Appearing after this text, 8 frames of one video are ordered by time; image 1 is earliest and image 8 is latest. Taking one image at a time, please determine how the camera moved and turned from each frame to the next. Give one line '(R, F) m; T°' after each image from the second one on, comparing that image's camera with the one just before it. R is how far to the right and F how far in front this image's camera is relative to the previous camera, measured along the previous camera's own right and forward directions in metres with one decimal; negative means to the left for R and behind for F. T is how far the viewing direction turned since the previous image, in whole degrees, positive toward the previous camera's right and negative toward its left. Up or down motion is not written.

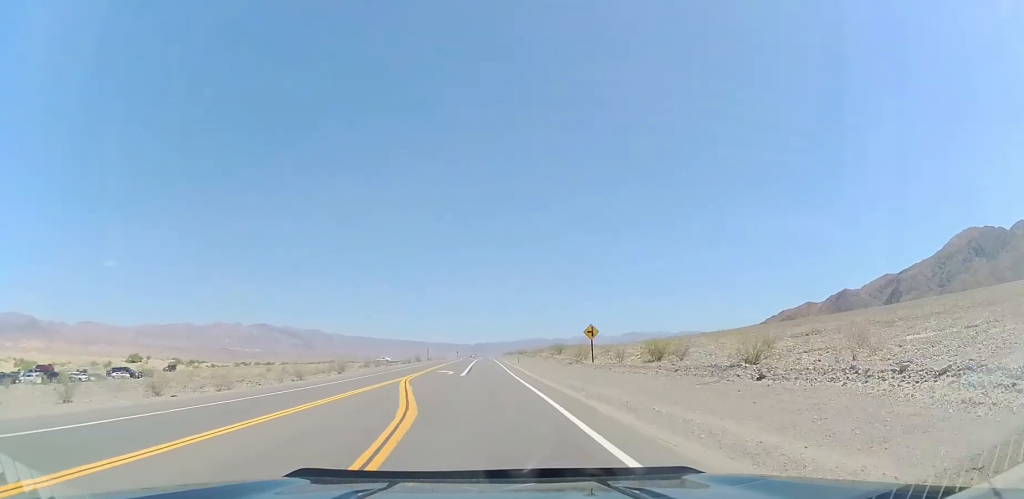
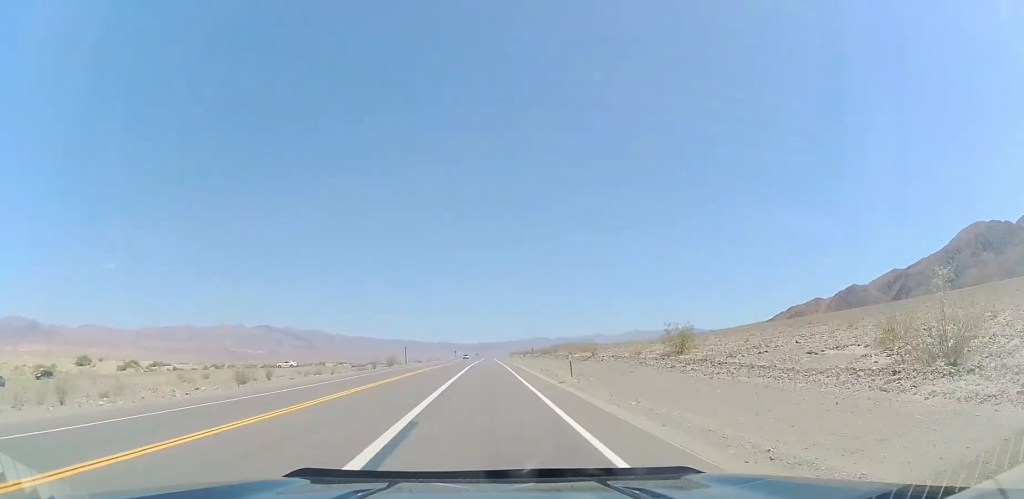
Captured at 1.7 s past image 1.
(+0.1, +45.8) m; -1°
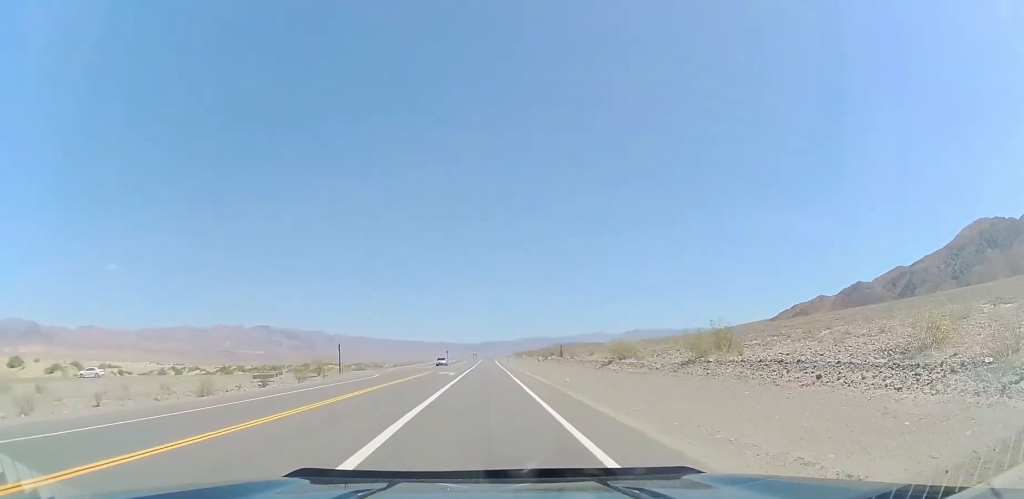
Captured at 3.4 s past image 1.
(-0.9, +46.4) m; -1°
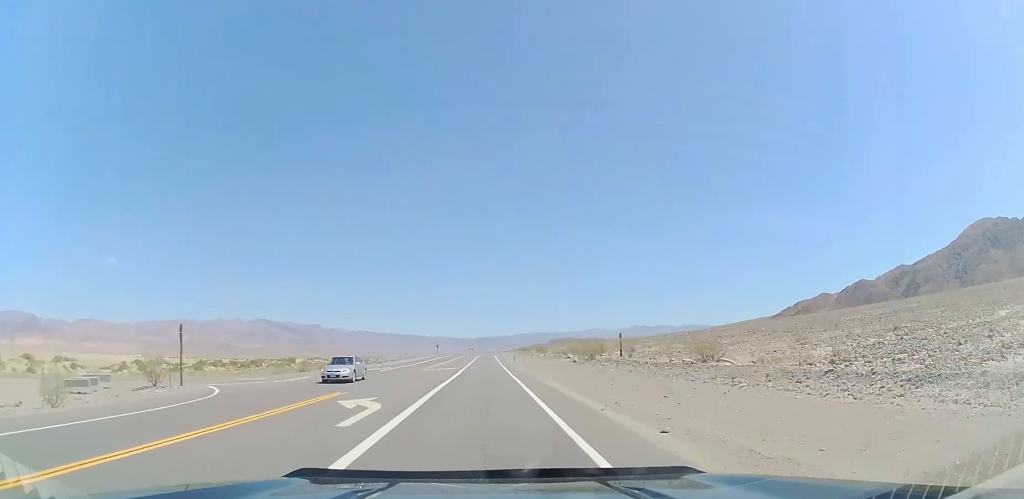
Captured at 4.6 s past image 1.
(+0.4, +32.1) m; 0°
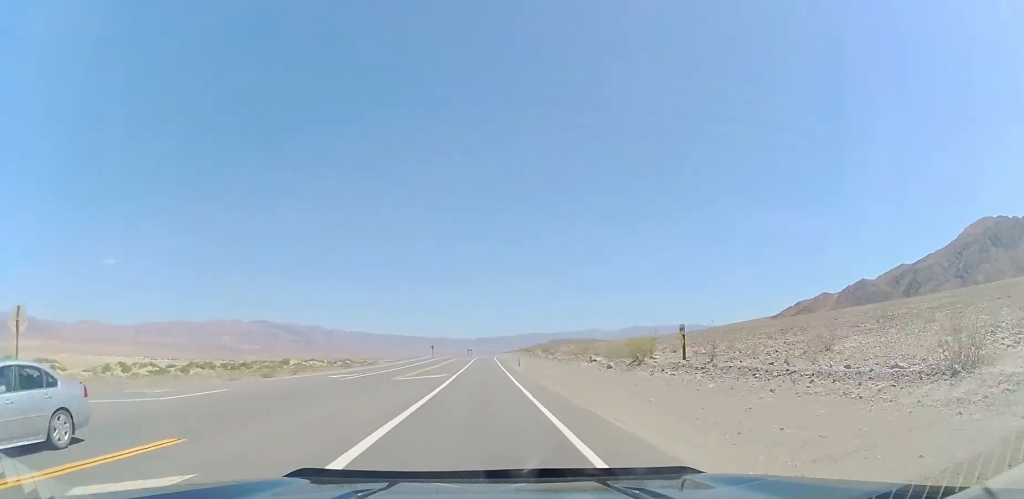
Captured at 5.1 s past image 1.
(-0.3, +12.5) m; 0°
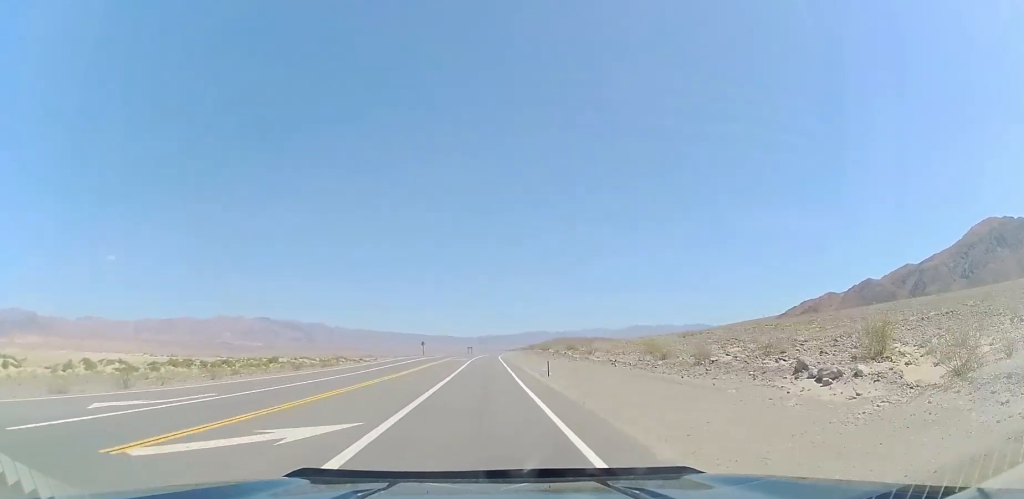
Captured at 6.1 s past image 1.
(+0.2, +27.6) m; 0°
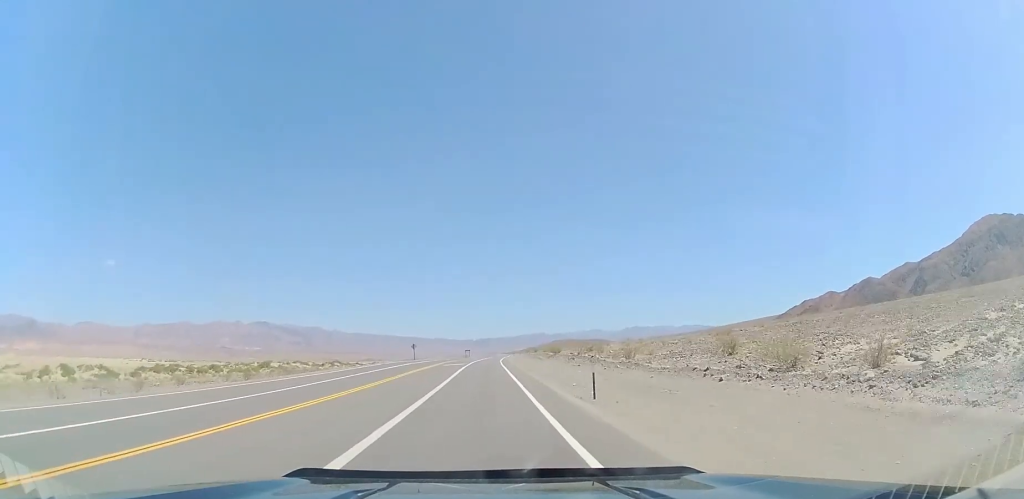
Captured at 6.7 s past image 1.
(+0.1, +14.2) m; 0°
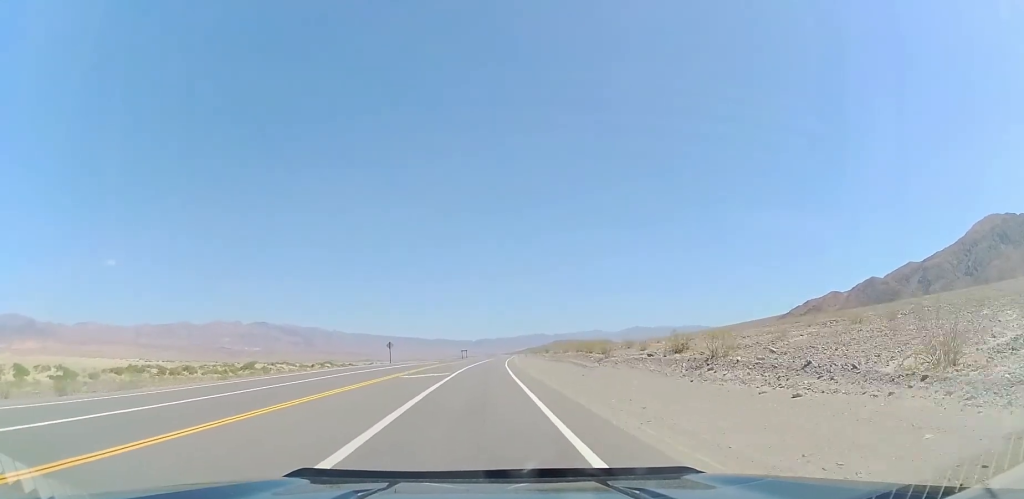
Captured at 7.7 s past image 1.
(-0.3, +27.5) m; 0°
